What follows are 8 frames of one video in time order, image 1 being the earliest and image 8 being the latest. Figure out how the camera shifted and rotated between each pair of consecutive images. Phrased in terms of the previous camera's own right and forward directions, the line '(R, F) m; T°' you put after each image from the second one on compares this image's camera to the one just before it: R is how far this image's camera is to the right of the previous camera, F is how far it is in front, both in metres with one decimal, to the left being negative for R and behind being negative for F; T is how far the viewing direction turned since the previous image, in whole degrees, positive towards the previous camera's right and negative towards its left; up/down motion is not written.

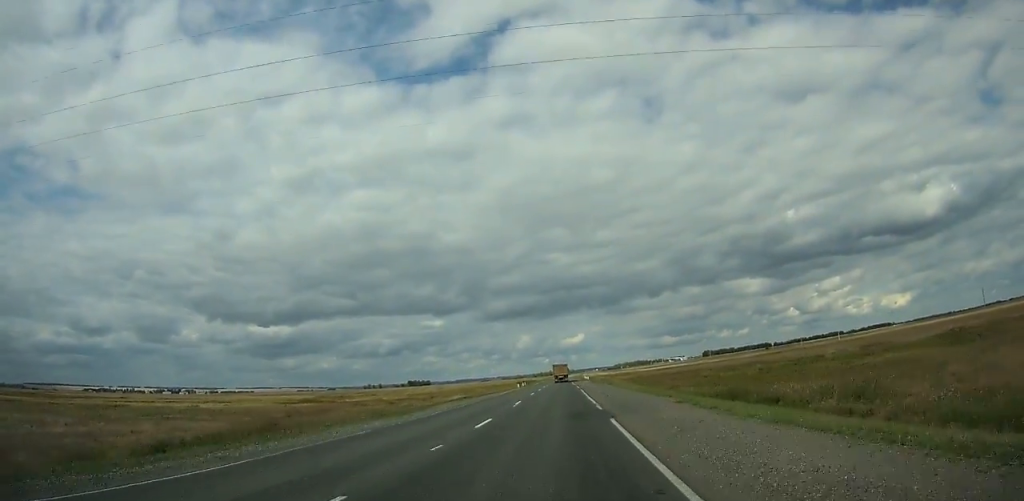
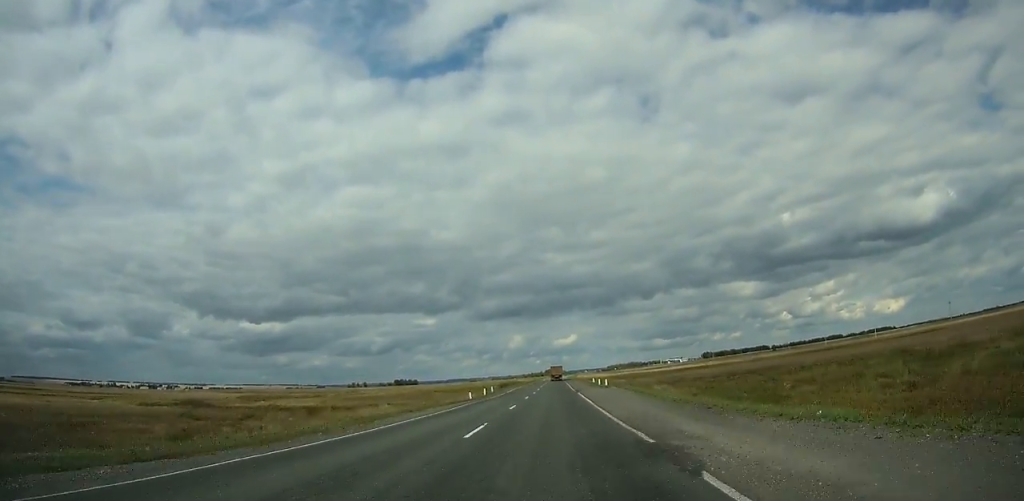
(+0.1, +45.5) m; 0°
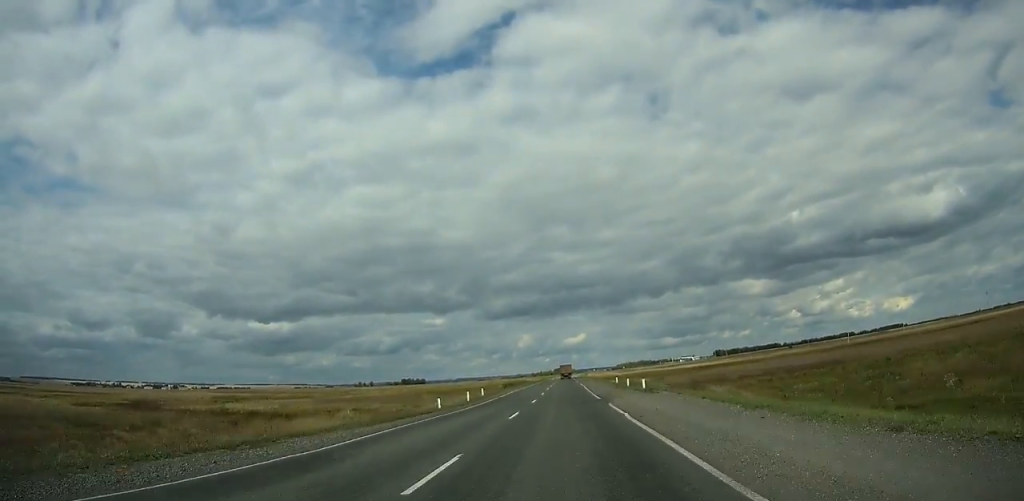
(-0.1, +19.1) m; 0°
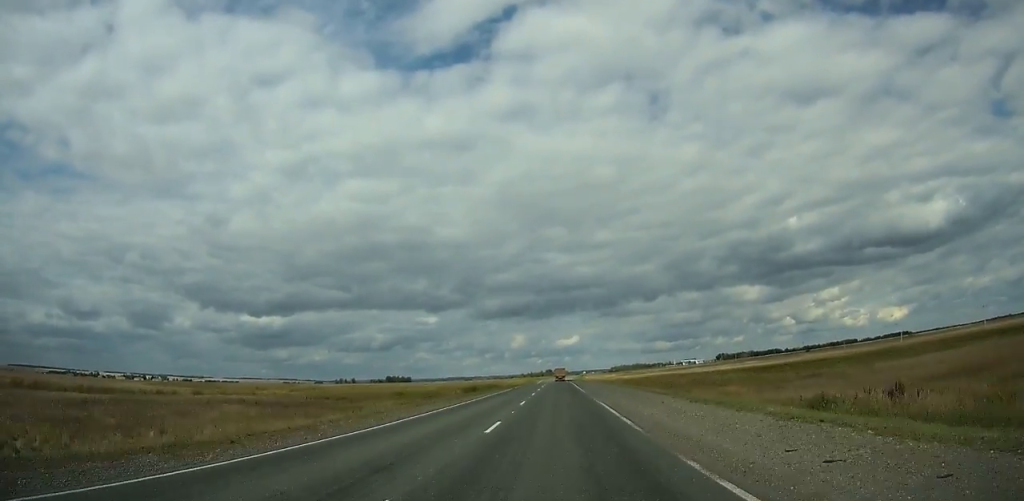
(+0.3, +63.3) m; 0°
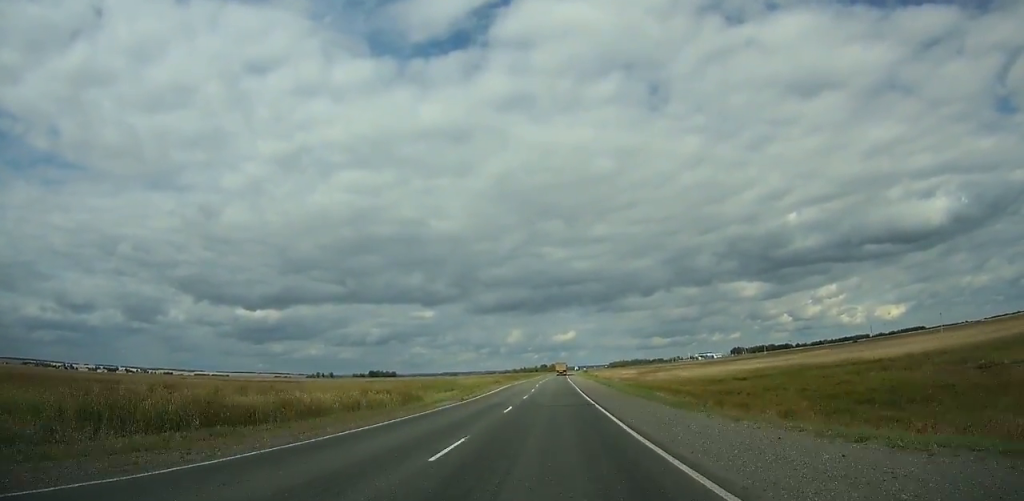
(-0.1, +98.8) m; 0°
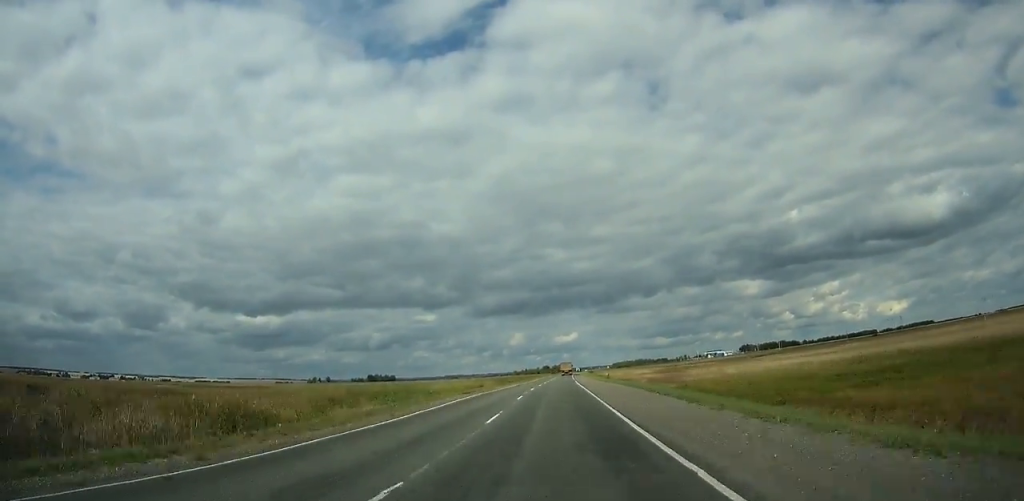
(0.0, +29.0) m; 0°
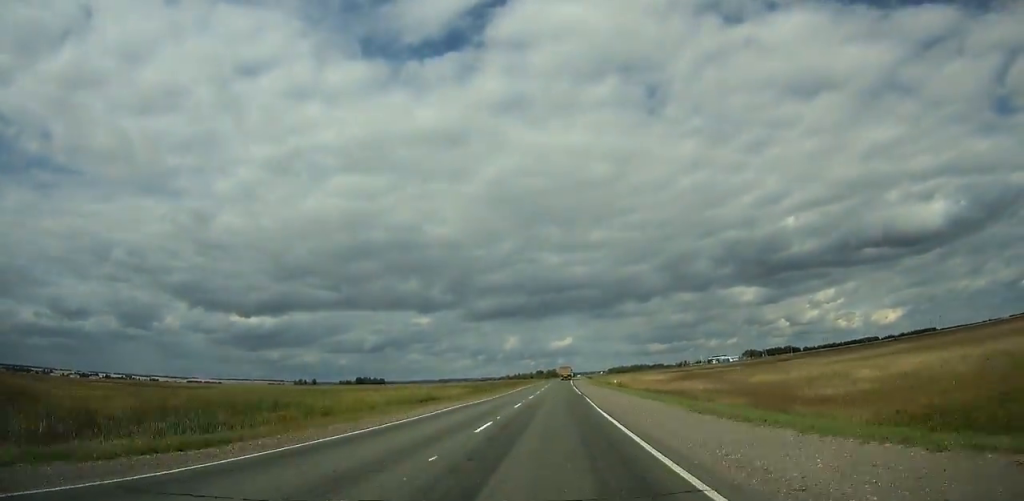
(0.0, +36.4) m; 0°
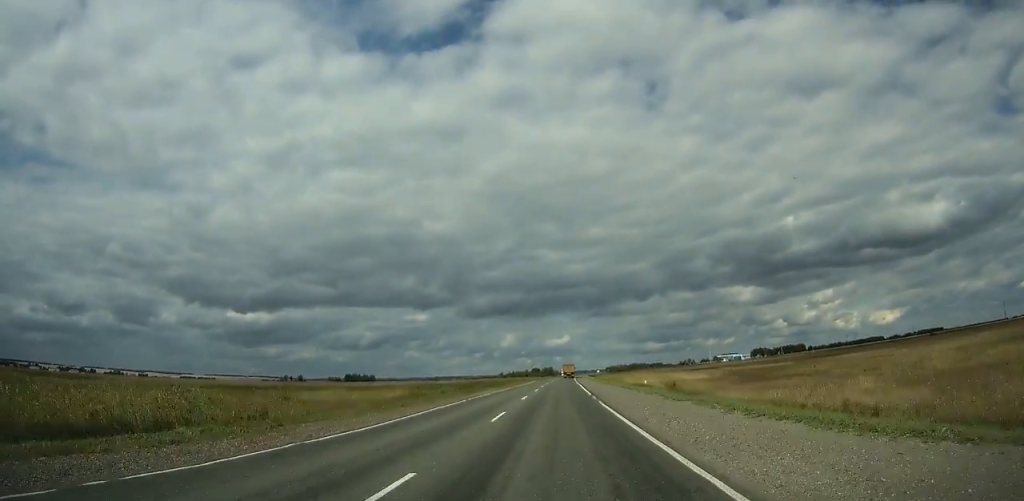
(0.0, +45.5) m; 0°
